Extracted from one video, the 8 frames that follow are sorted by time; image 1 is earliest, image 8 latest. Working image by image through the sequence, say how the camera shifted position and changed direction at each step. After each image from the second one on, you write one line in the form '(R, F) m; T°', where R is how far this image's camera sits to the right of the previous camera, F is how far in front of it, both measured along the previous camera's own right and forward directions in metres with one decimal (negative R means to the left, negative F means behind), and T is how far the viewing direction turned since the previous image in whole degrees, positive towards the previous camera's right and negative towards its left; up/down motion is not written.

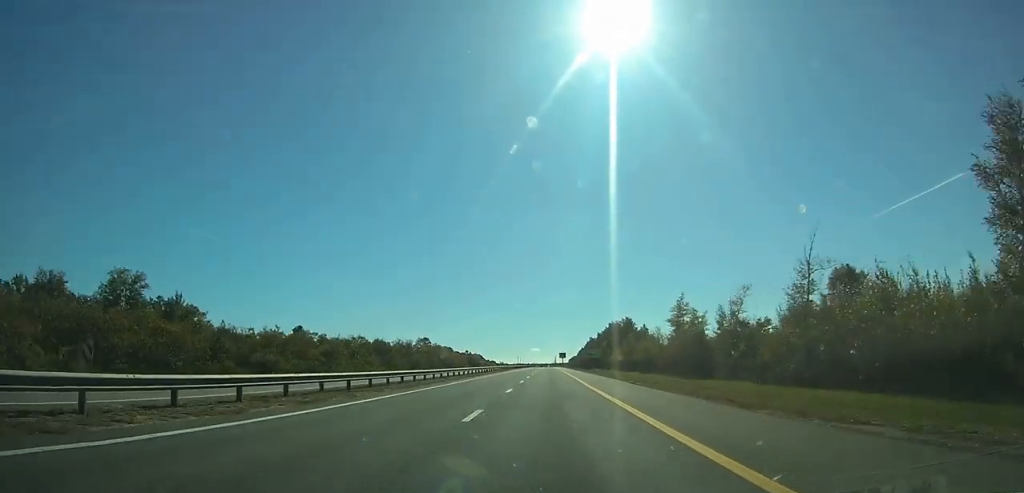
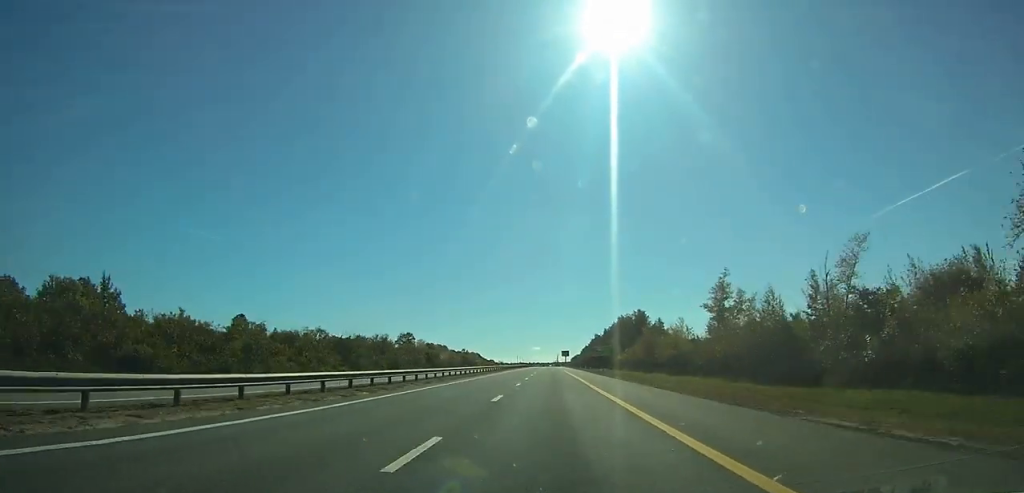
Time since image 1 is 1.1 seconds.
(0.0, +29.8) m; 0°
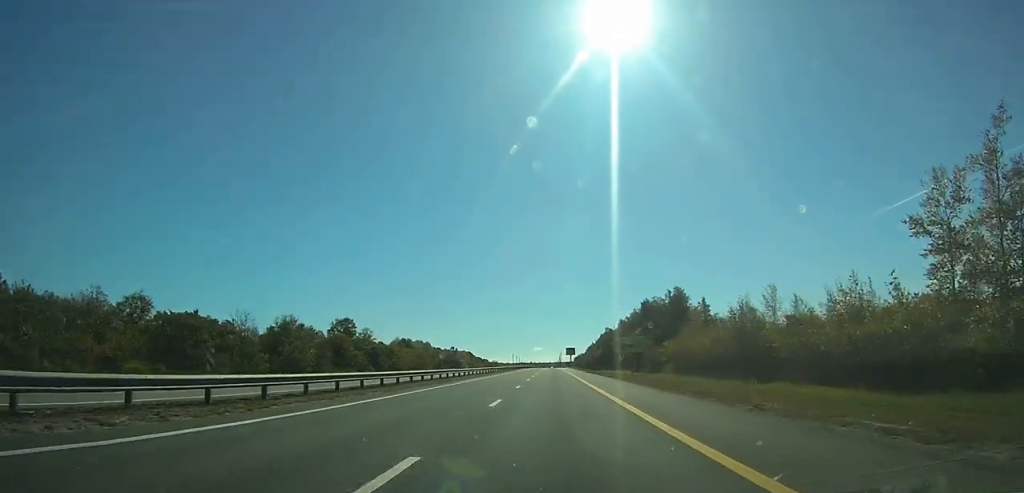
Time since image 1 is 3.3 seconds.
(-0.2, +61.4) m; 0°
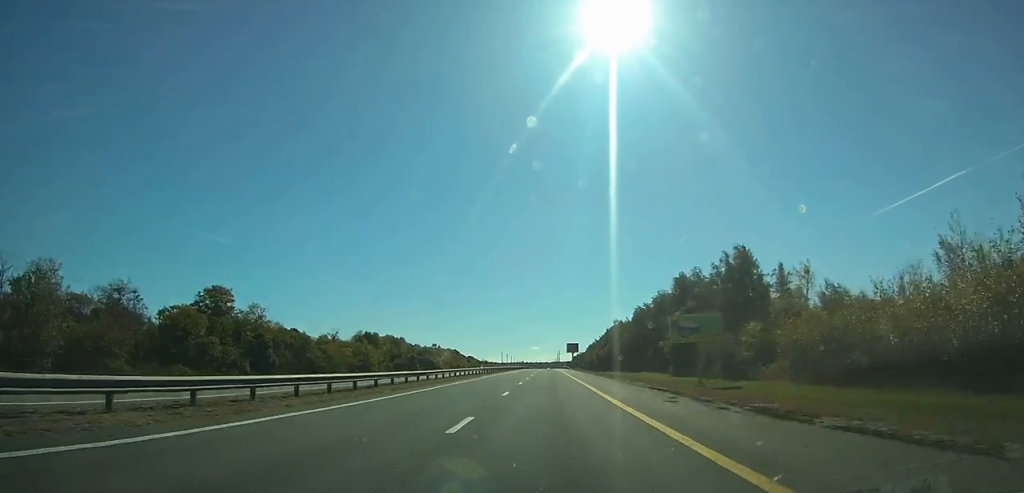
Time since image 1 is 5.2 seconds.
(0.0, +54.0) m; 0°
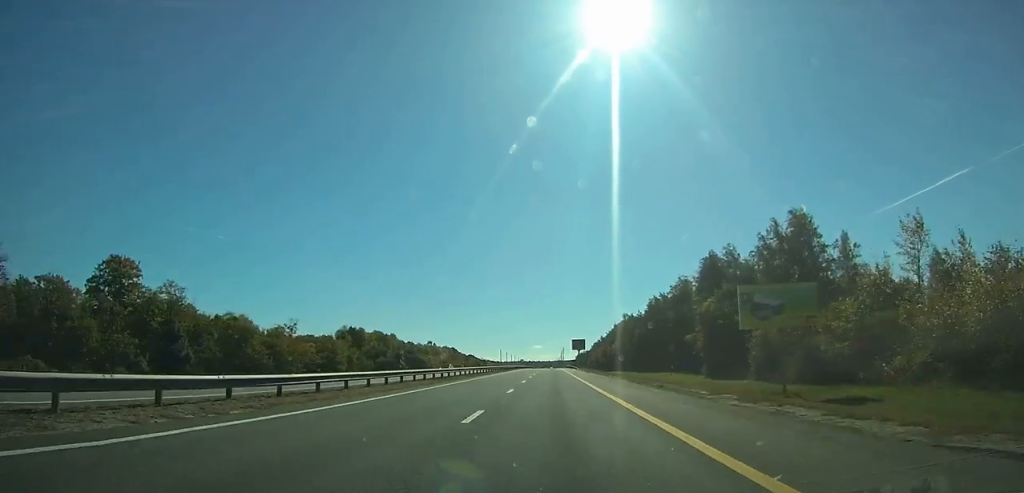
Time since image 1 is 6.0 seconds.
(0.0, +22.5) m; 0°
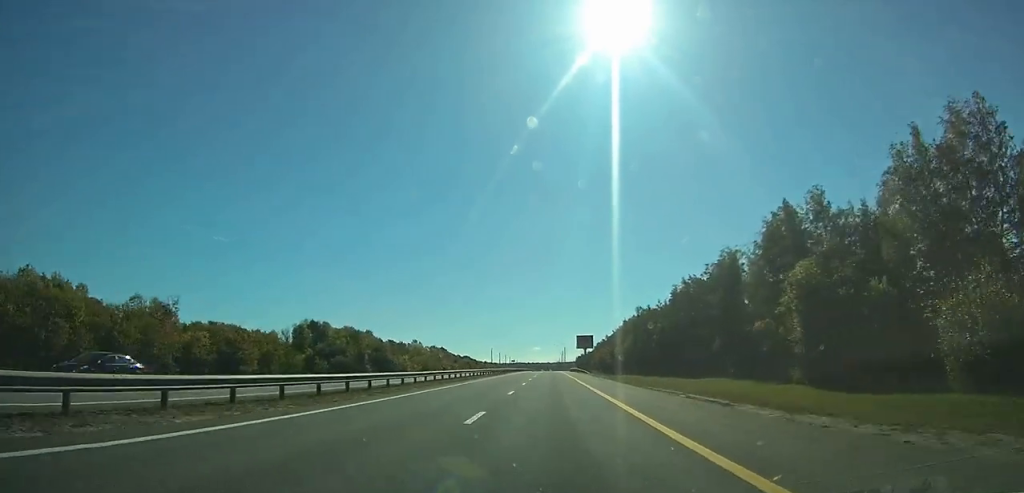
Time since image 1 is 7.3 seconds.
(0.0, +35.6) m; 0°
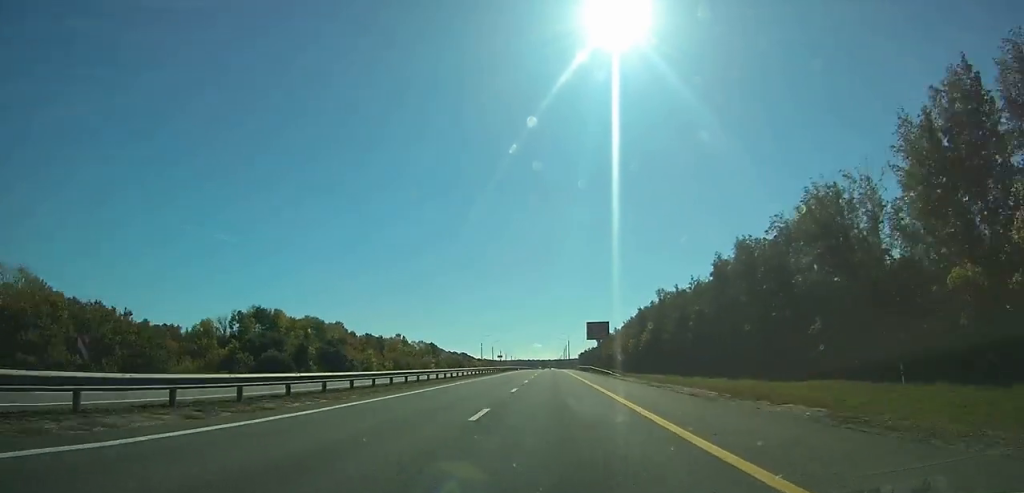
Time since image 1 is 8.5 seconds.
(0.0, +35.6) m; 0°
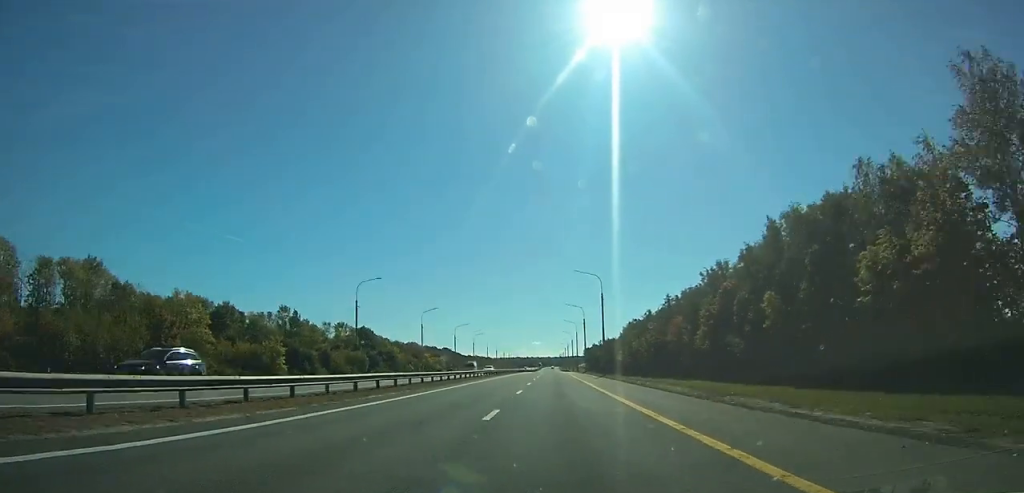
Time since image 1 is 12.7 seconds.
(-0.2, +119.1) m; 0°
